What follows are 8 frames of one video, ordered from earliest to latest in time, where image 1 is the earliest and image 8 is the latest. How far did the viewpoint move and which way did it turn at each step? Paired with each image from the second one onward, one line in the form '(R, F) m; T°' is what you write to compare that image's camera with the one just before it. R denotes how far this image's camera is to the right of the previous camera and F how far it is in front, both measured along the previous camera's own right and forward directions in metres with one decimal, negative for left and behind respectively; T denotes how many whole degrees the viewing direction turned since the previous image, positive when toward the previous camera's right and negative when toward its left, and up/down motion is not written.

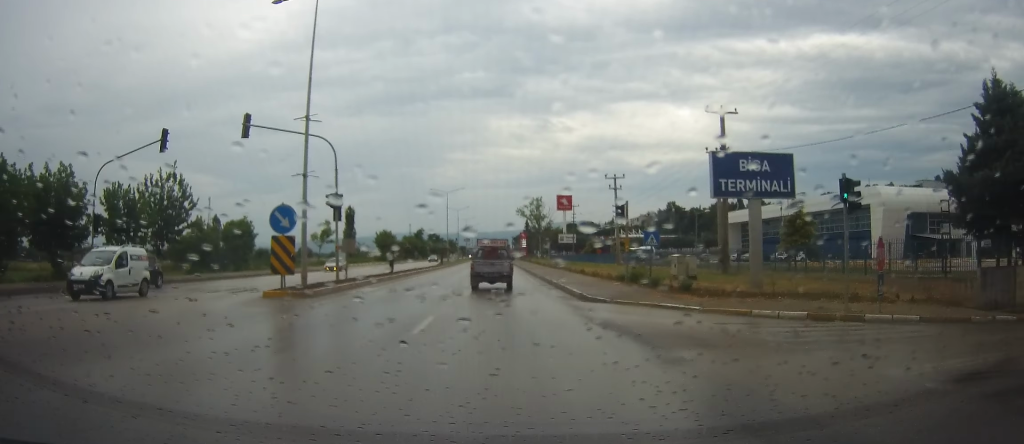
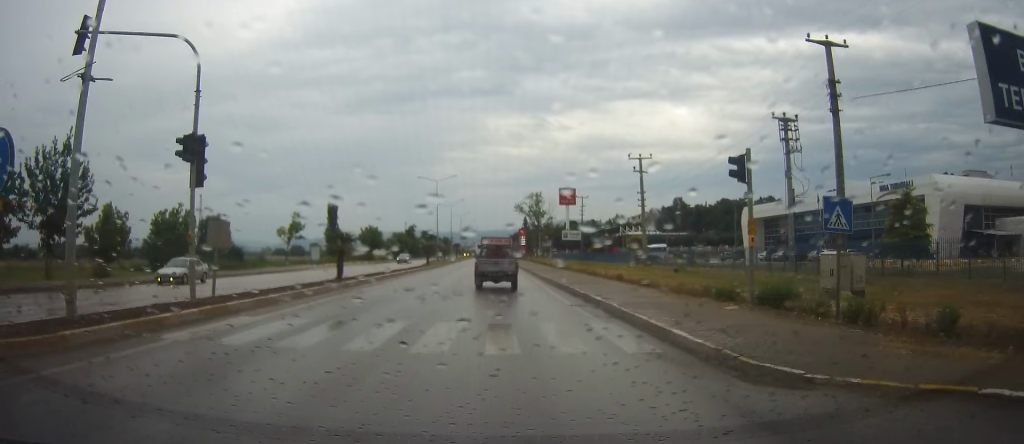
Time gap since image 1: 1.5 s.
(0.0, +11.6) m; 0°
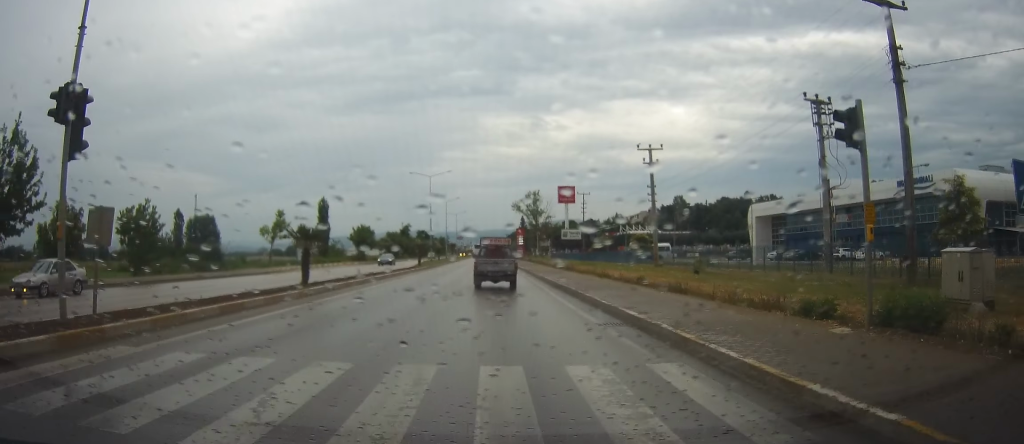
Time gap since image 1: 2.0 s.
(+0.1, +4.4) m; -1°
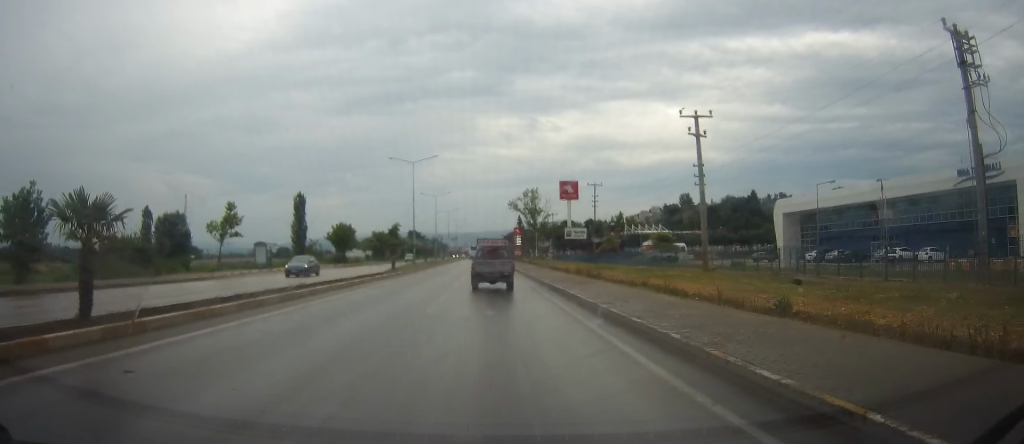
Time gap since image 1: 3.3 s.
(-0.3, +12.5) m; -2°
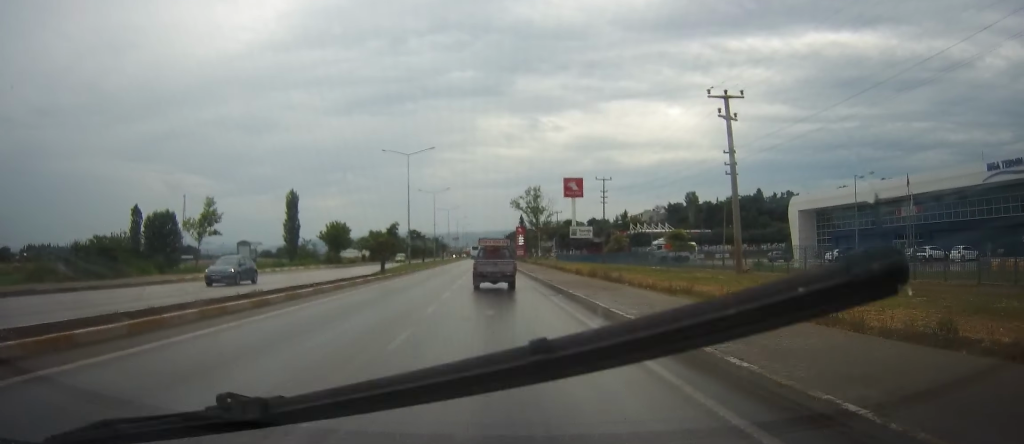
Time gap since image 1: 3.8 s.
(0.0, +5.1) m; +1°
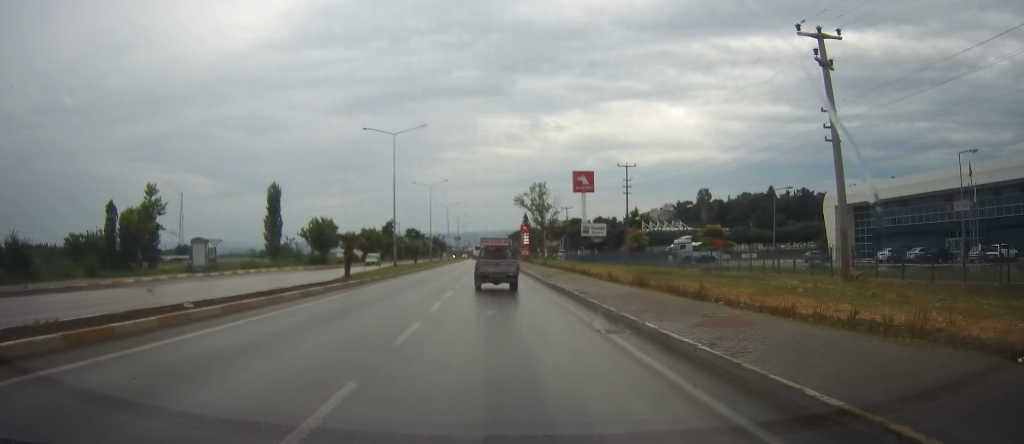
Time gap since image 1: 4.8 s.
(+0.2, +10.2) m; +1°
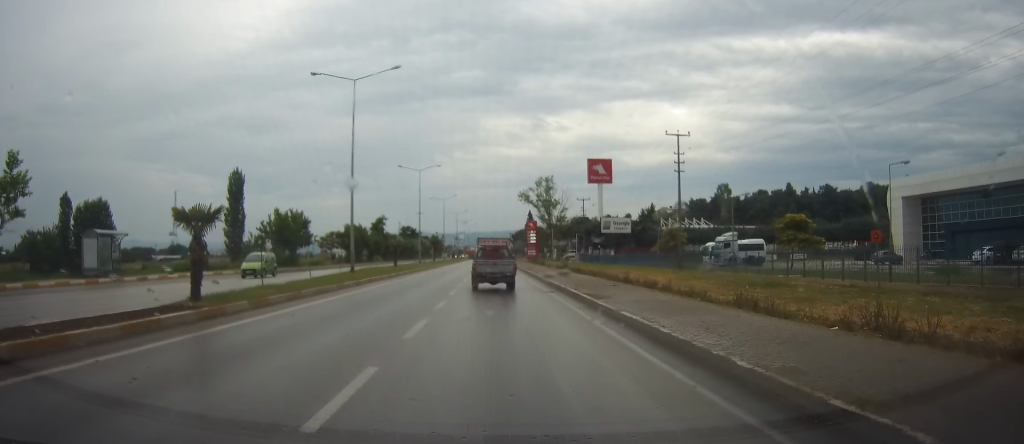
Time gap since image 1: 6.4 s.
(-0.2, +16.6) m; -2°
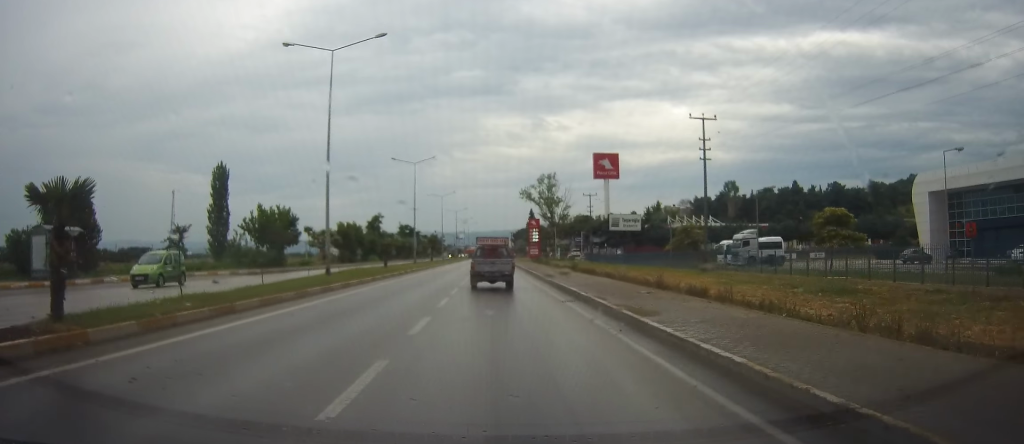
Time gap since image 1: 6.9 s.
(0.0, +5.5) m; -1°
